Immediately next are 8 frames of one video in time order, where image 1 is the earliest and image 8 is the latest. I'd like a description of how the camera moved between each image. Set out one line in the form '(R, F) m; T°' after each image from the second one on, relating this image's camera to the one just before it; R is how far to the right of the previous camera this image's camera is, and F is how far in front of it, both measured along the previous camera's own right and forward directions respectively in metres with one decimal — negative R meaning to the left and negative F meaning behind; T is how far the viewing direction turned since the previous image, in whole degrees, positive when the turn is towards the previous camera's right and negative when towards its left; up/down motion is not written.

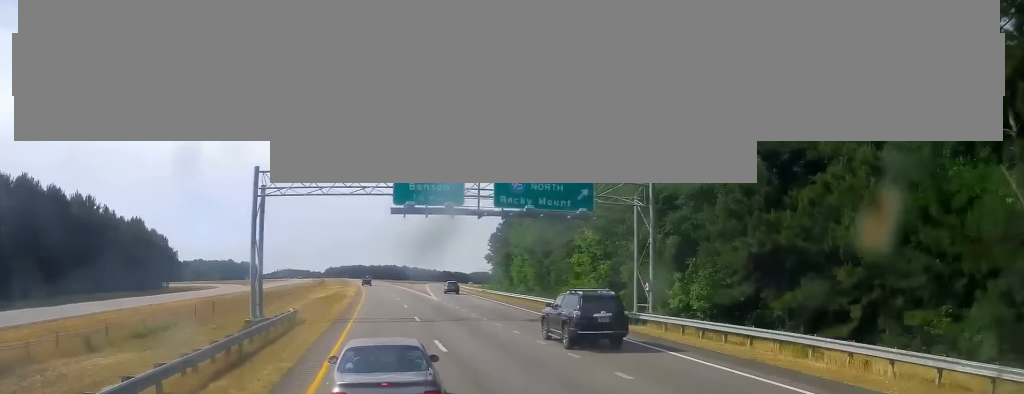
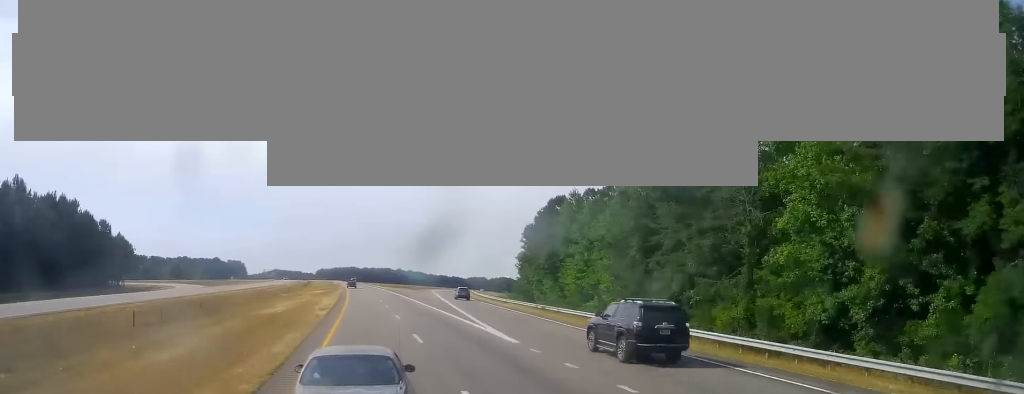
(-0.2, +34.0) m; 0°
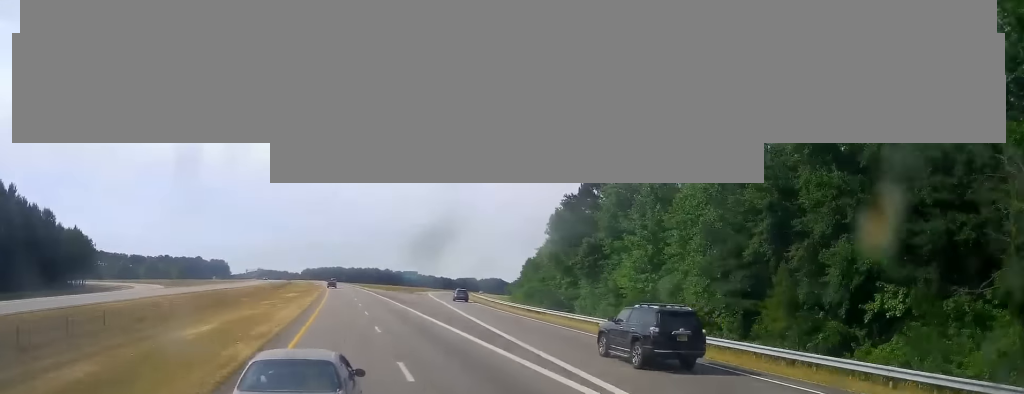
(+0.1, +21.0) m; 0°
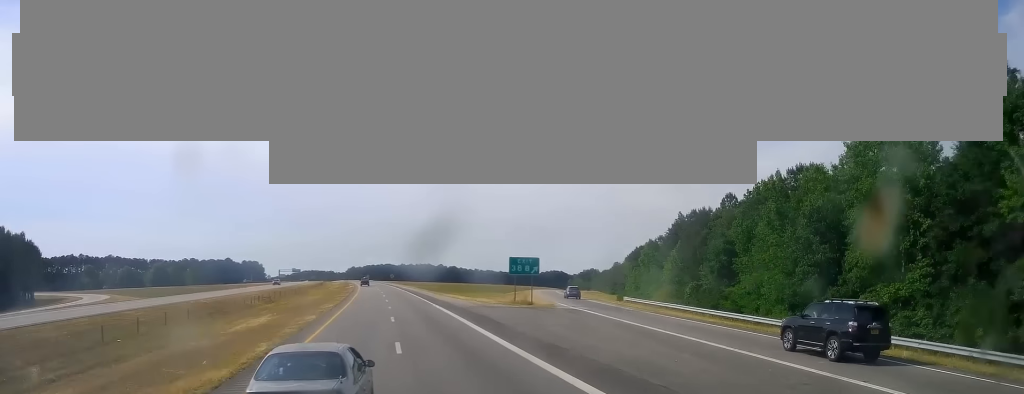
(-0.1, +57.4) m; -1°
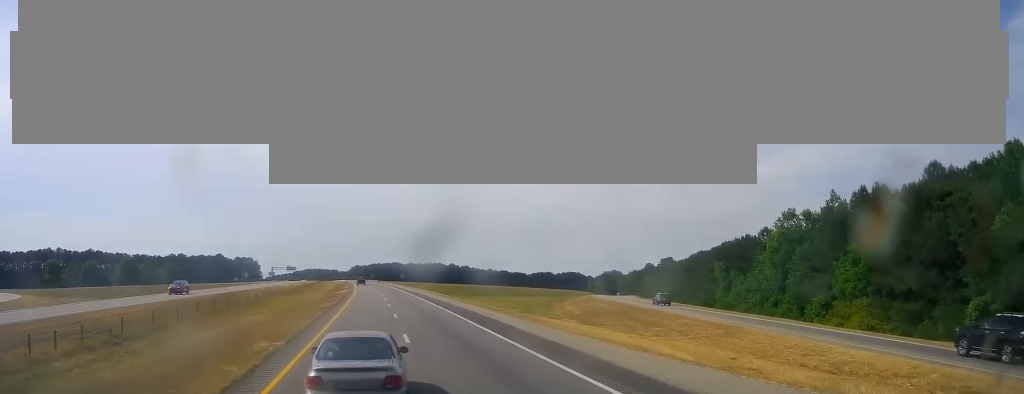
(-1.1, +47.0) m; -3°
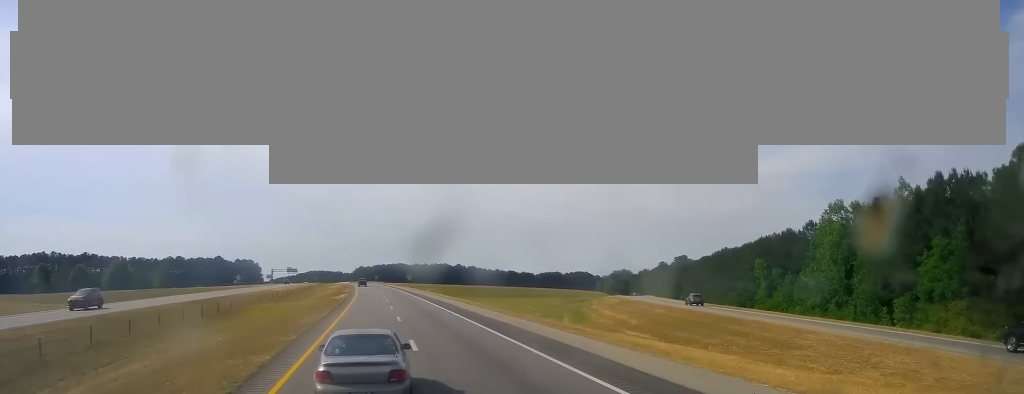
(-0.2, +12.9) m; -1°
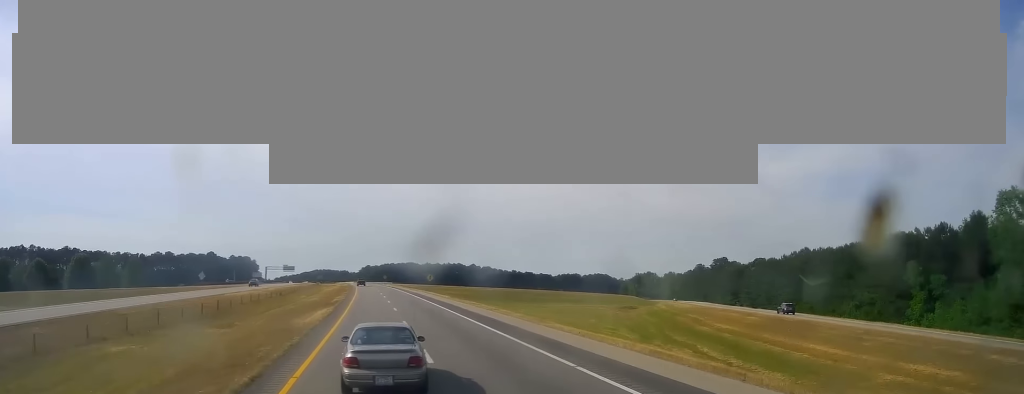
(-0.8, +39.3) m; -2°
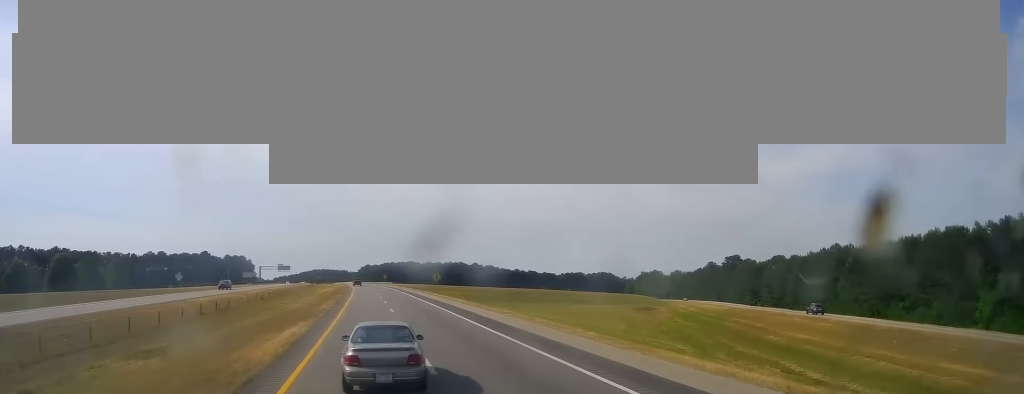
(0.0, +12.4) m; 0°
